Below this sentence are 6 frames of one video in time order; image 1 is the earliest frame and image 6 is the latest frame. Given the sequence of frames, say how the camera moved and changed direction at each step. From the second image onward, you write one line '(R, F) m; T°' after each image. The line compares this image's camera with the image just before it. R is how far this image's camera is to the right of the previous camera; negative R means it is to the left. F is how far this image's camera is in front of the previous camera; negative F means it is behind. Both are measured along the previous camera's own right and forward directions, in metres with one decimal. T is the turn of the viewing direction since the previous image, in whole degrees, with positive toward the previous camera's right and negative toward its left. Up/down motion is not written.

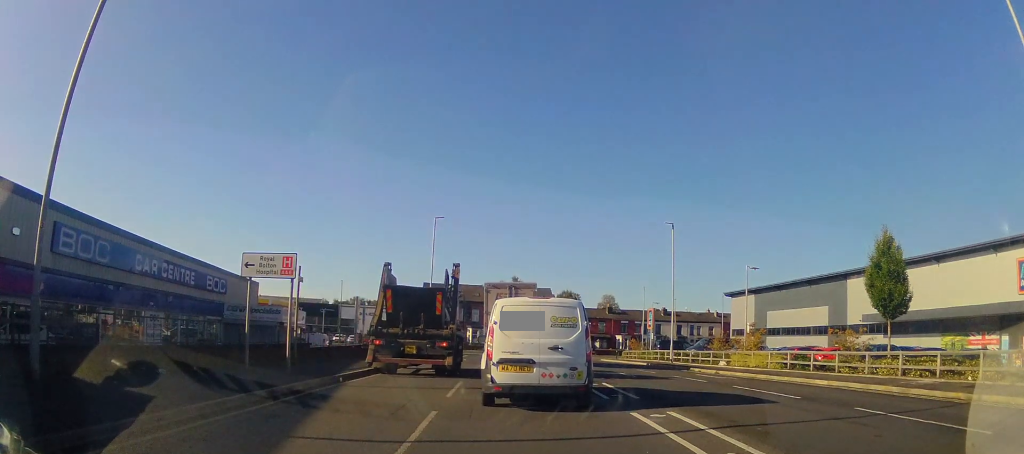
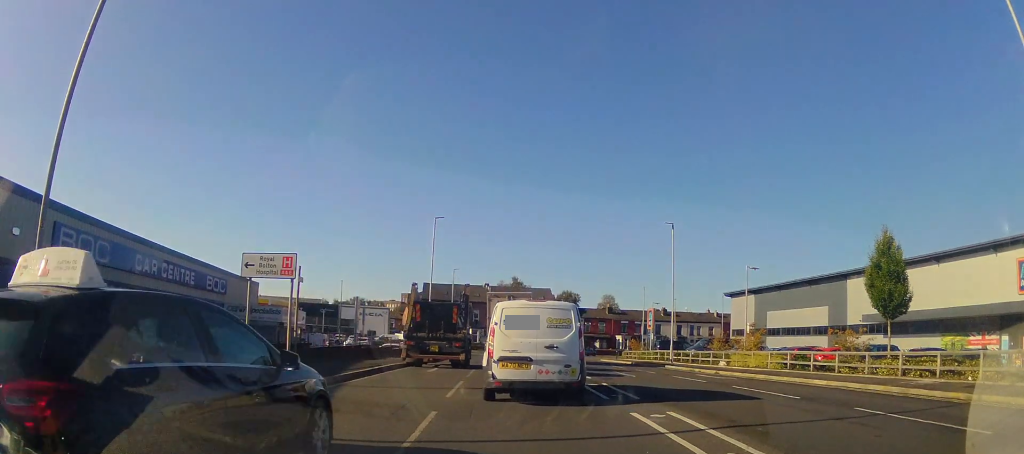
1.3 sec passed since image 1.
(0.0, 0.0) m; 0°
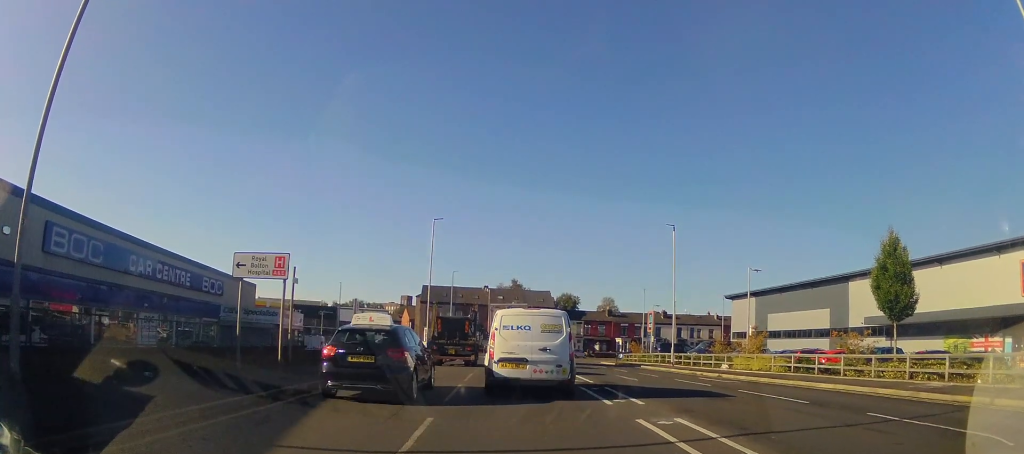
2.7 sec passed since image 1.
(0.0, 0.0) m; 0°
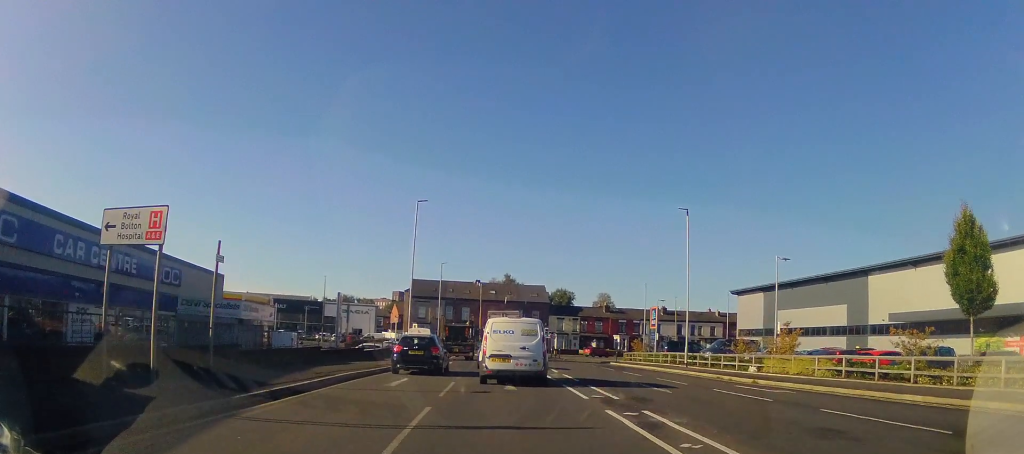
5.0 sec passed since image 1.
(+0.1, +3.0) m; +7°
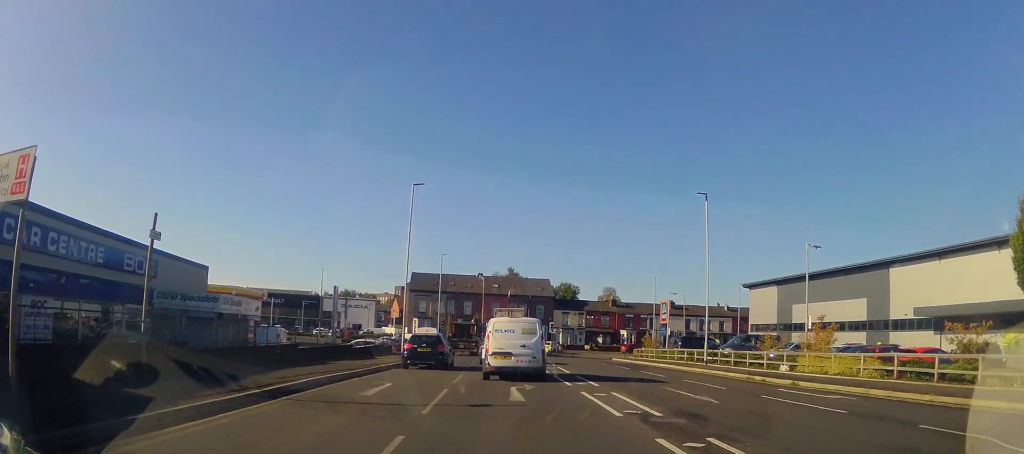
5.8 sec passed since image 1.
(+0.2, +2.5) m; -5°
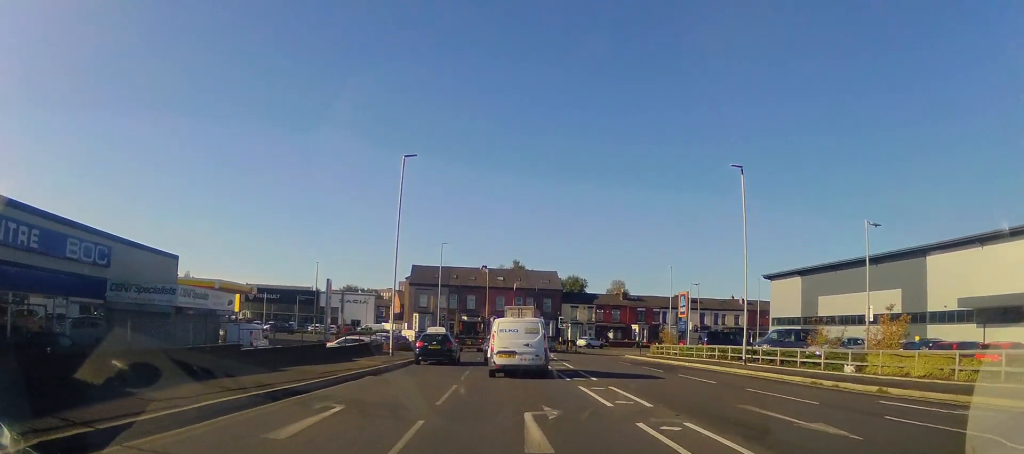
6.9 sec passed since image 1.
(-0.4, +4.1) m; -2°
